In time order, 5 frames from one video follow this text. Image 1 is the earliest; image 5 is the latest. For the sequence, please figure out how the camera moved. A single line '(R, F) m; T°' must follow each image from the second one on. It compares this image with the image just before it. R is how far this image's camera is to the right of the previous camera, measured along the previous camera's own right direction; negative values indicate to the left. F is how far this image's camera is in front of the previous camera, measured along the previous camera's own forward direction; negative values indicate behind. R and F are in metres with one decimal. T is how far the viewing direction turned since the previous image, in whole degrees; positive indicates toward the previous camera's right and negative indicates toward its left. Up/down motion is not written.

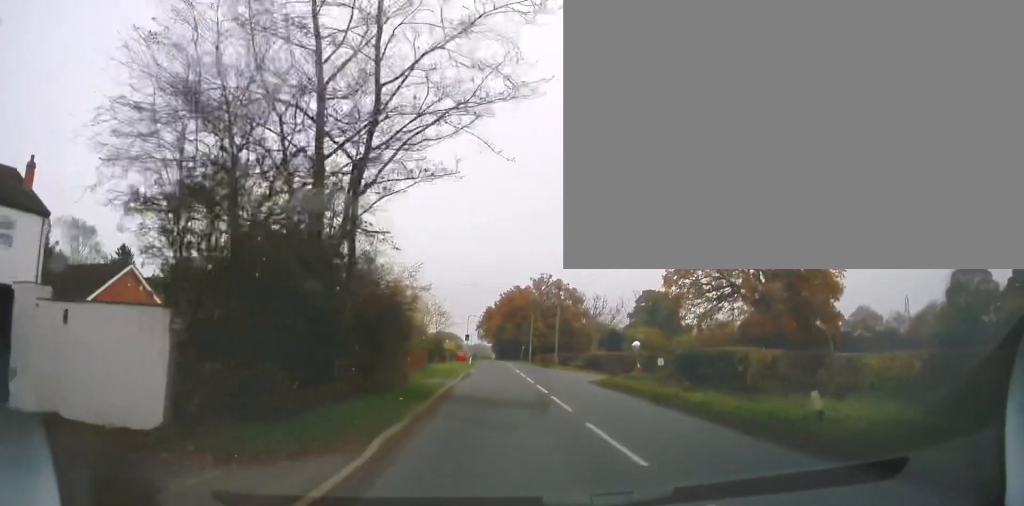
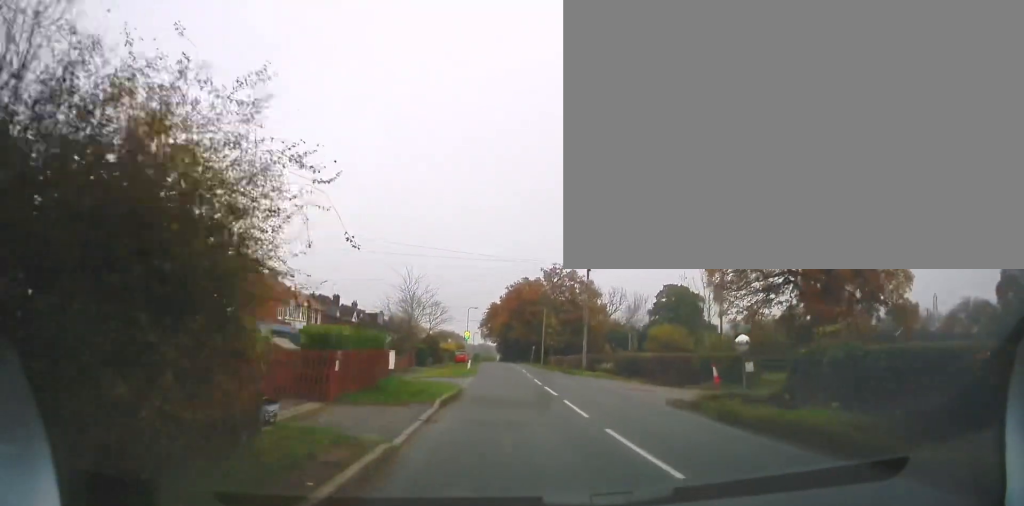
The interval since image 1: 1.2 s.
(-0.1, +13.3) m; -1°
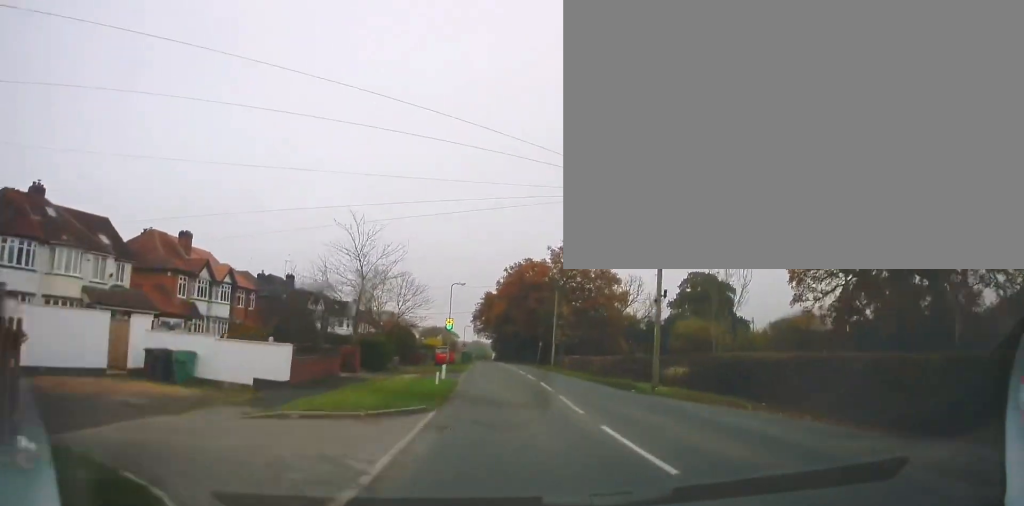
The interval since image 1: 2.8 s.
(-0.2, +18.5) m; 0°
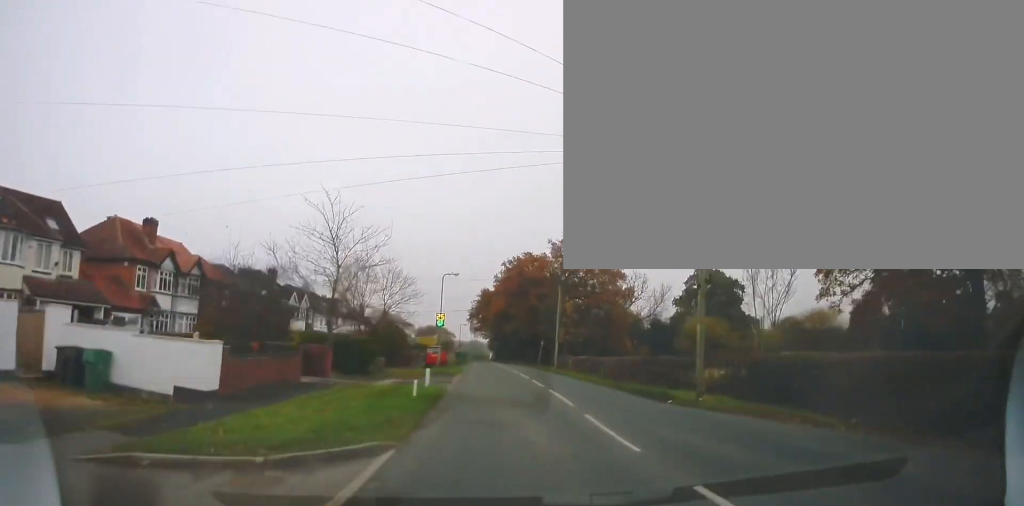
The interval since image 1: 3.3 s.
(0.0, +4.8) m; 0°
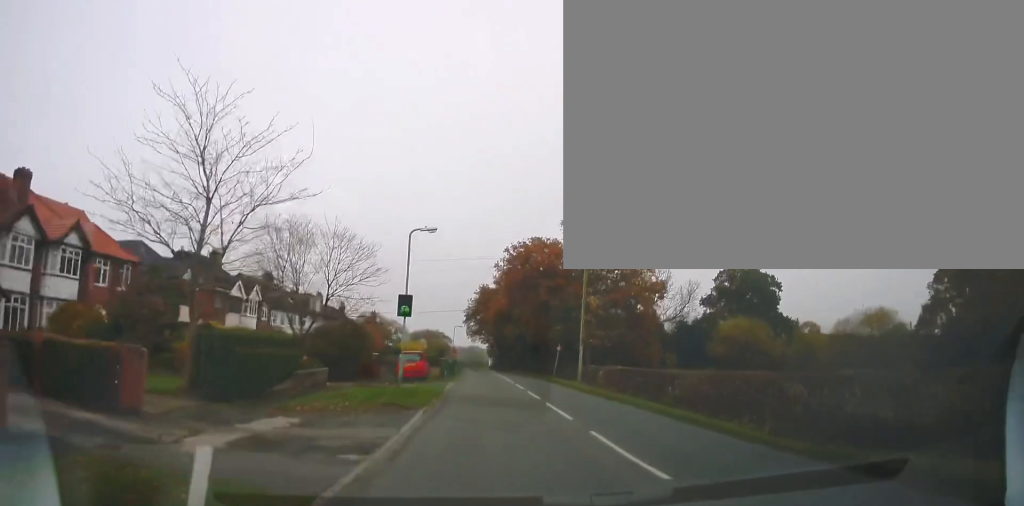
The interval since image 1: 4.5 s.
(0.0, +13.6) m; +1°
